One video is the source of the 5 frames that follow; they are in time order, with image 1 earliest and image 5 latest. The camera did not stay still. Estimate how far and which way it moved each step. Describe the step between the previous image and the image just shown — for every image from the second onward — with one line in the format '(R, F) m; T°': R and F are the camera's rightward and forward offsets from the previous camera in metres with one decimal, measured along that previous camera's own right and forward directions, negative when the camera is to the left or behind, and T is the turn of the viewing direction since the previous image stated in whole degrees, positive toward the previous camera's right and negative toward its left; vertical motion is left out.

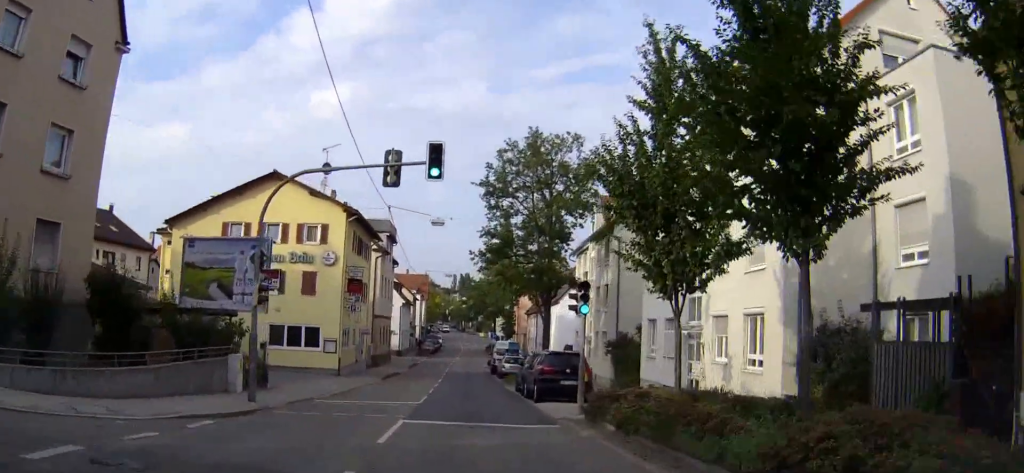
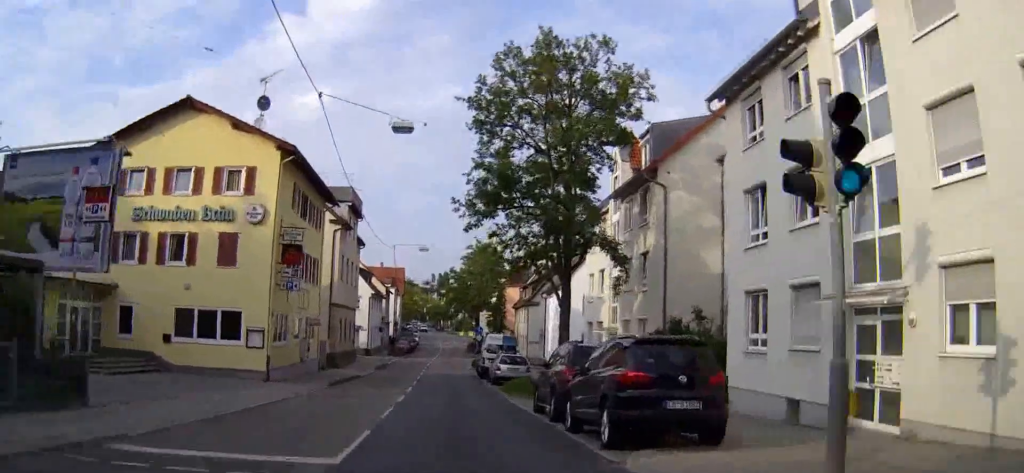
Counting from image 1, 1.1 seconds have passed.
(+0.4, +13.8) m; +2°
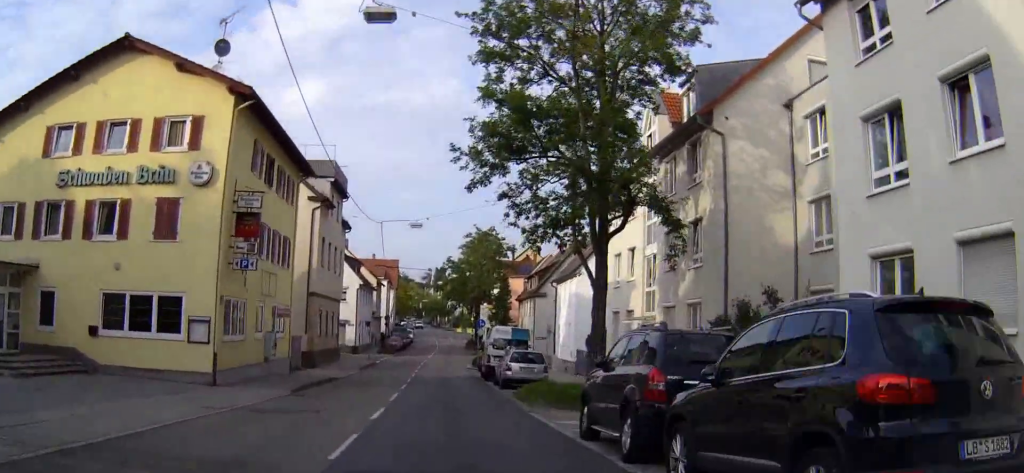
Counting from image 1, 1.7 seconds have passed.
(+0.1, +6.6) m; 0°
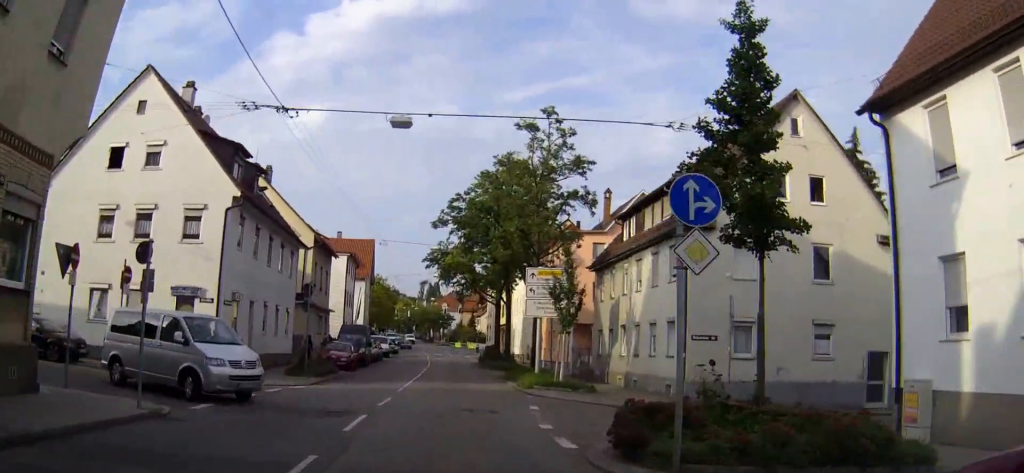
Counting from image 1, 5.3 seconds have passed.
(-0.2, +44.9) m; +1°
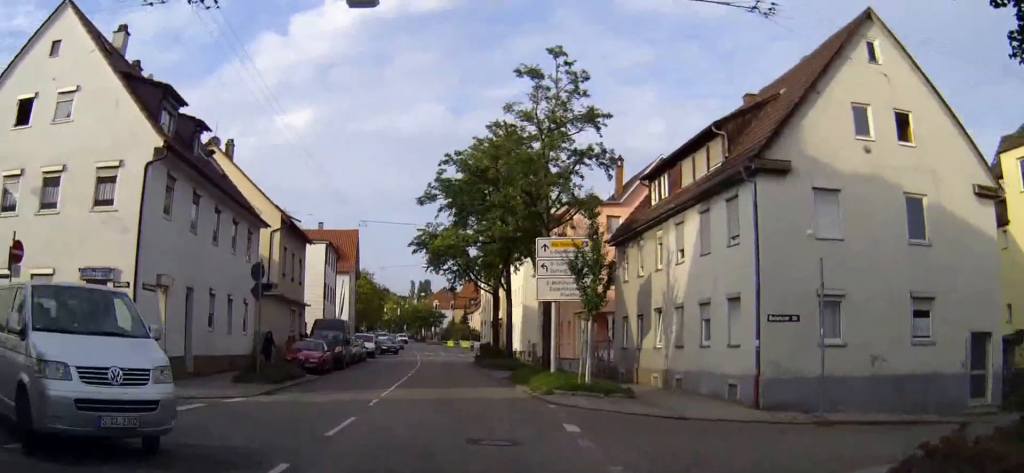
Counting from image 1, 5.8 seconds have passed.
(0.0, +7.2) m; 0°
